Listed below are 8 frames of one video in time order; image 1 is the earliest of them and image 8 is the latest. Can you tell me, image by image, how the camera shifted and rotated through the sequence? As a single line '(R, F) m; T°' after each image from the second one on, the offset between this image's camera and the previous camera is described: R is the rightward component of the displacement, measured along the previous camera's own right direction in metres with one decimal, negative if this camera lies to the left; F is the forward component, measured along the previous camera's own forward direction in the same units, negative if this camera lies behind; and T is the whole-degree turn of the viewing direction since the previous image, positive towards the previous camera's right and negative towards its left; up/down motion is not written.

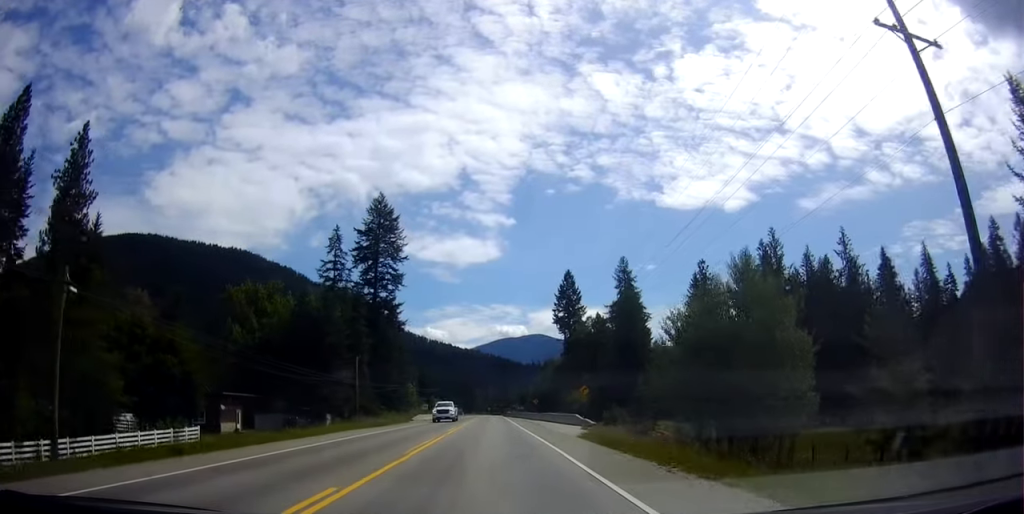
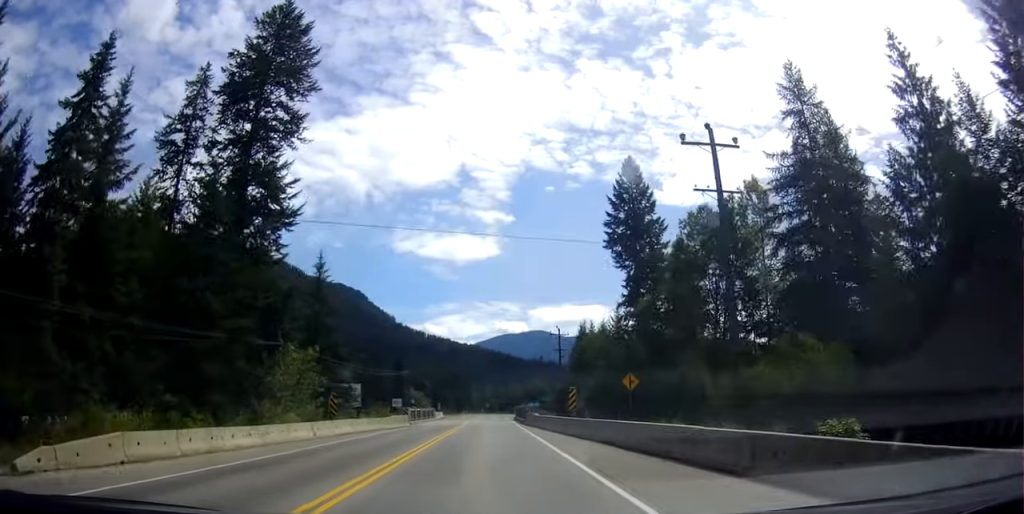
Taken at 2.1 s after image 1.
(-0.1, +58.3) m; 0°
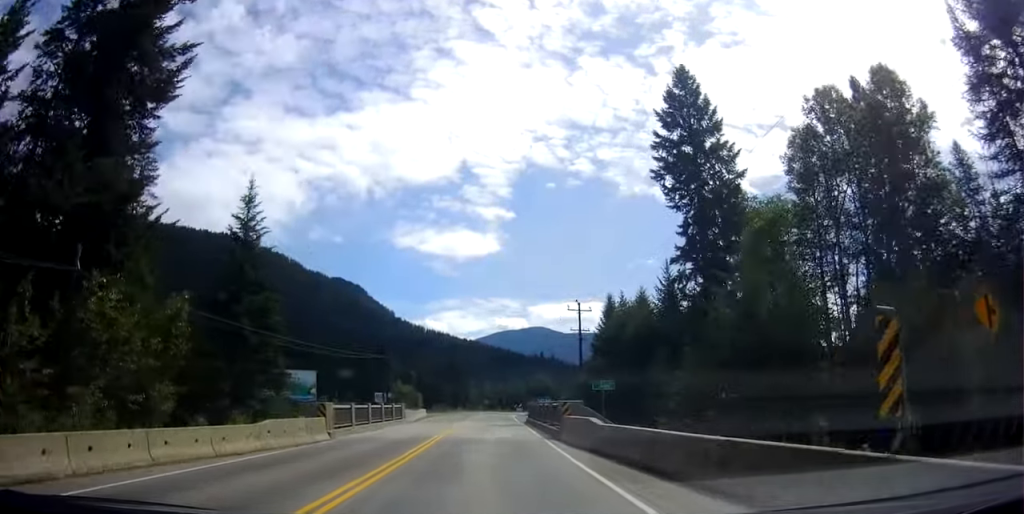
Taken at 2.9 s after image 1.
(0.0, +21.1) m; 0°
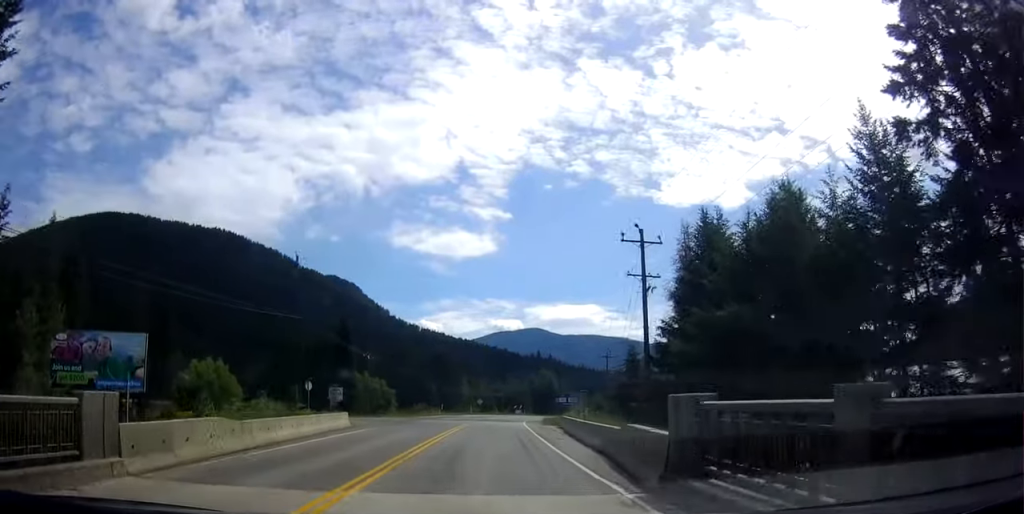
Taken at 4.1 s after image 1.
(+0.4, +32.1) m; +1°
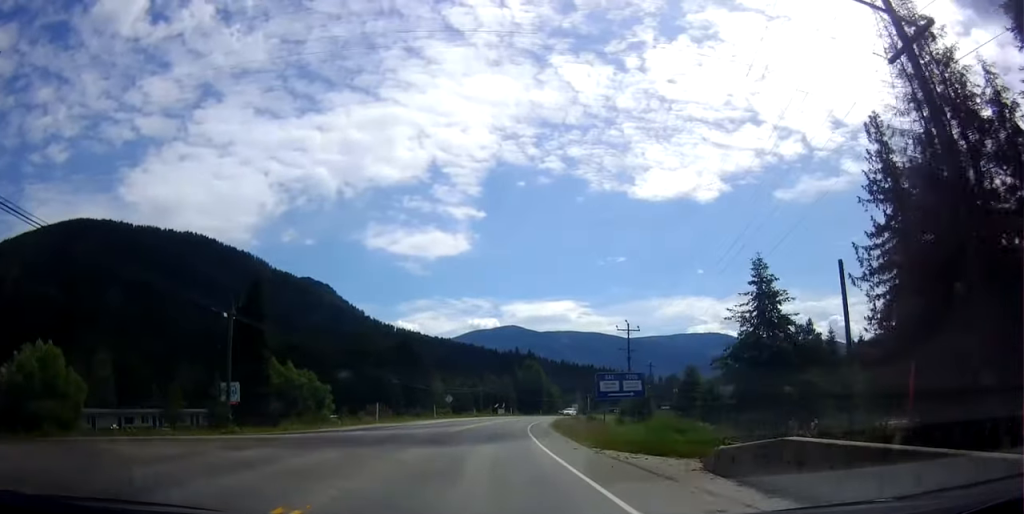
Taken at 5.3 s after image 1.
(+0.2, +31.6) m; 0°
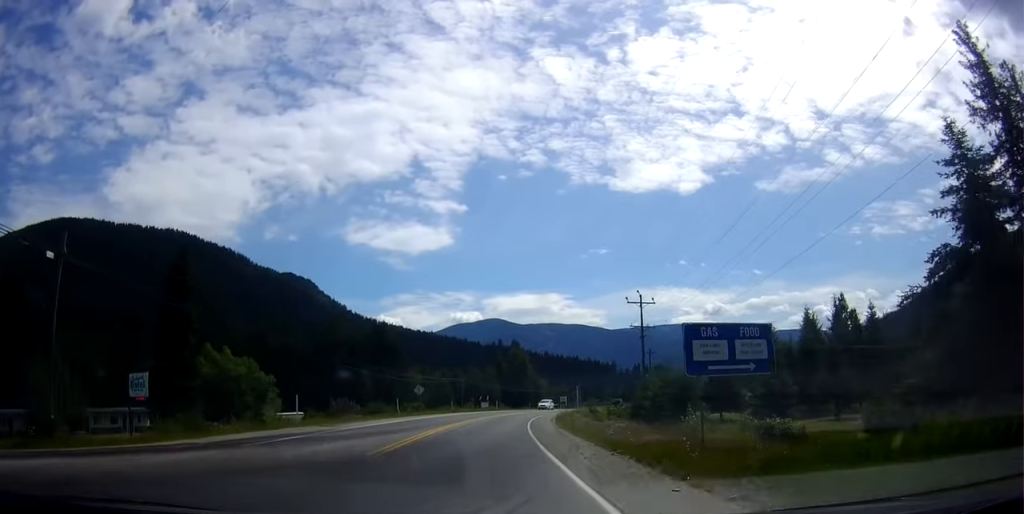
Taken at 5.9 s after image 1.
(0.0, +14.2) m; +1°
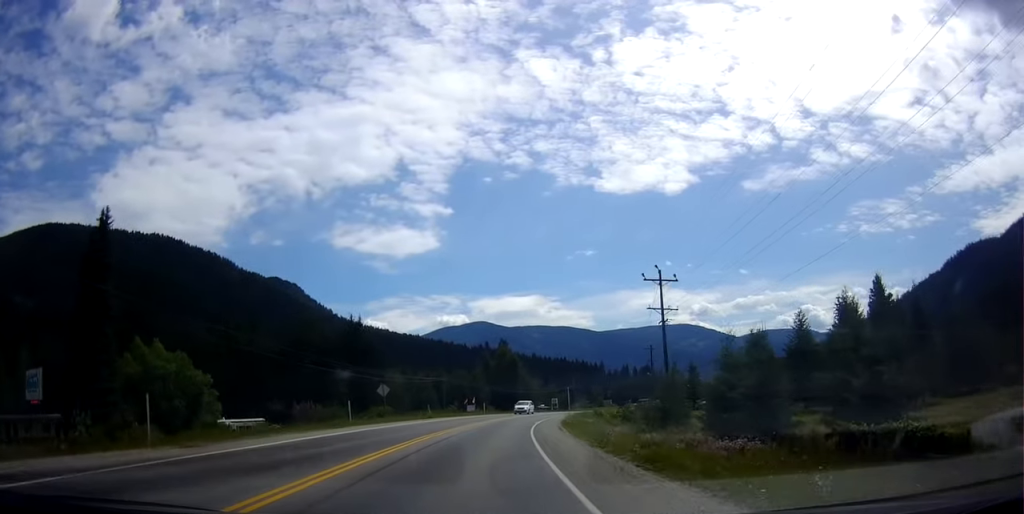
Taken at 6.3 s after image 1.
(-0.2, +12.0) m; +1°
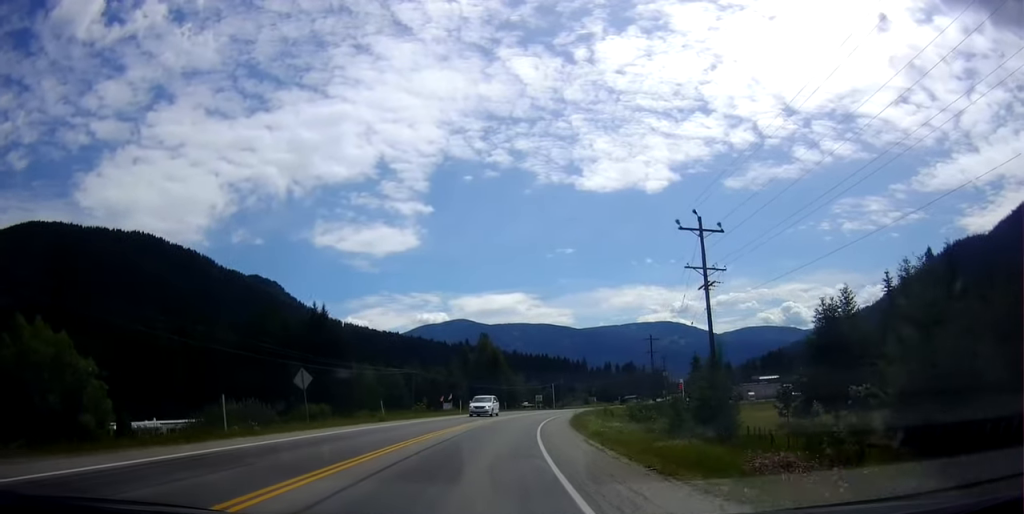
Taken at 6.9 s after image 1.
(+0.3, +14.4) m; +2°
